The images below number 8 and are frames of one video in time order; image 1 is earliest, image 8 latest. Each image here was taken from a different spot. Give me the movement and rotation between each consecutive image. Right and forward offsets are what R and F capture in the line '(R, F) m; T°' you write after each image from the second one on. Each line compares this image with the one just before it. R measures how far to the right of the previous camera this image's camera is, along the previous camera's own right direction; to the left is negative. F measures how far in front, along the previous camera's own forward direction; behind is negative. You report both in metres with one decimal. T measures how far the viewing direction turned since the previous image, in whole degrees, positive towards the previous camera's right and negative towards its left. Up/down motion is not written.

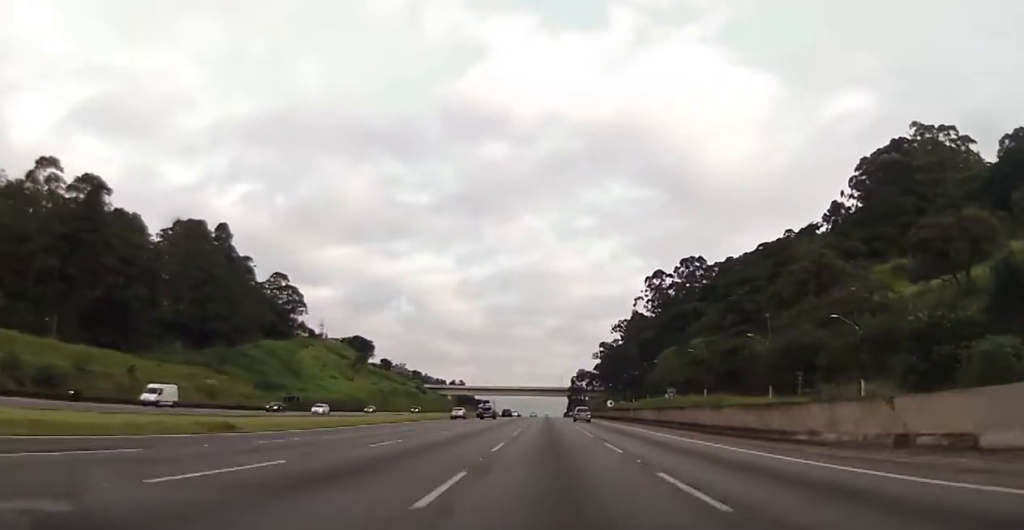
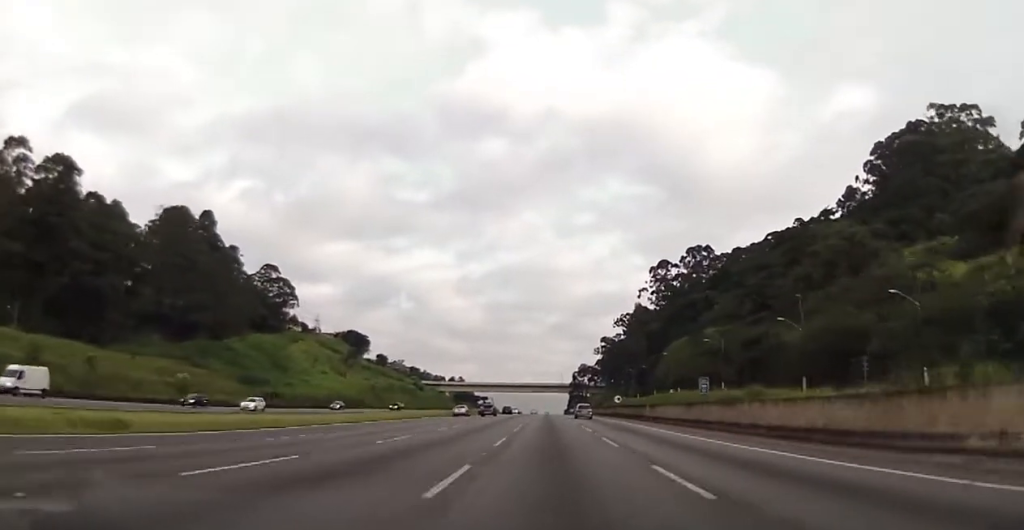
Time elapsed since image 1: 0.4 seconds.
(0.0, +11.1) m; 0°
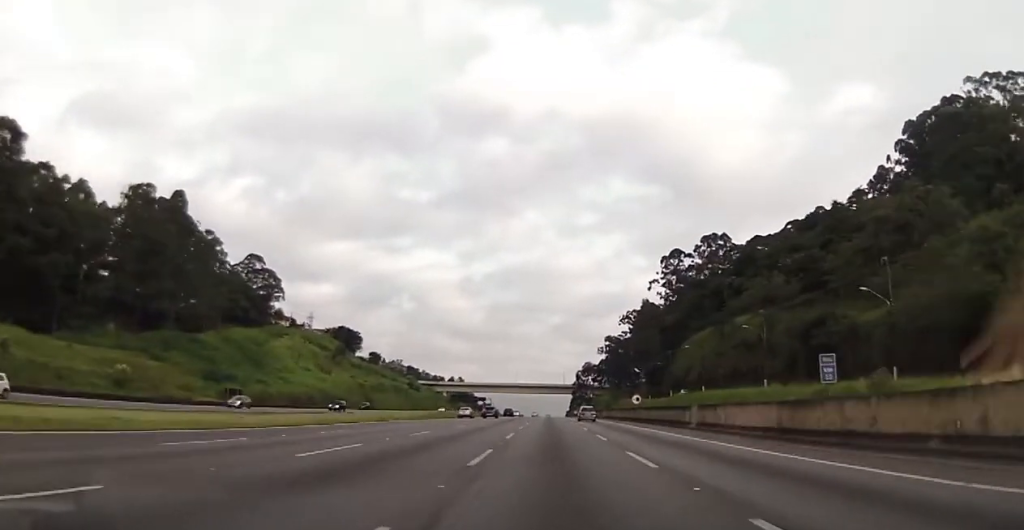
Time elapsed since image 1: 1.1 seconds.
(0.0, +19.5) m; 0°
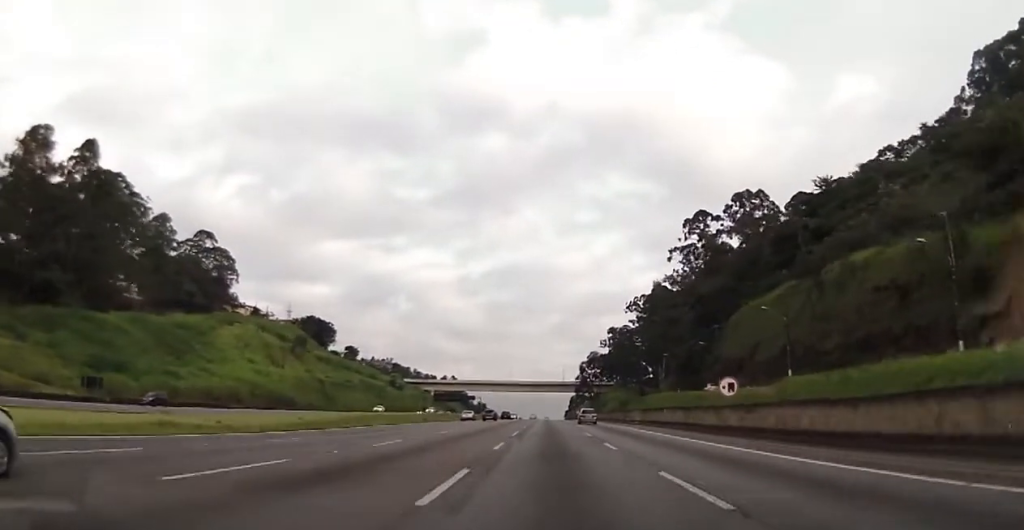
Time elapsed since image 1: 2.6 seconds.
(-0.6, +41.9) m; -1°
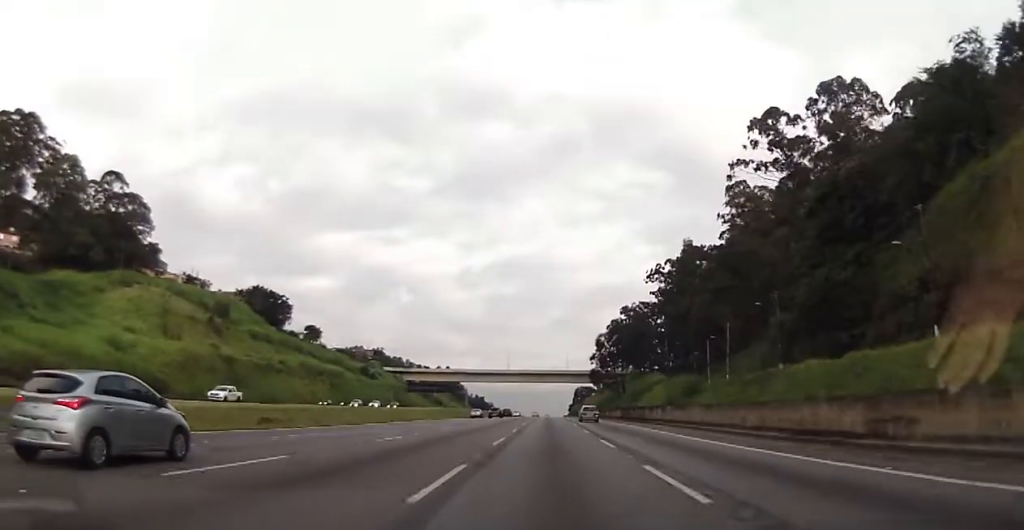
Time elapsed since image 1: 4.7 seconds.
(+0.9, +60.2) m; +1°
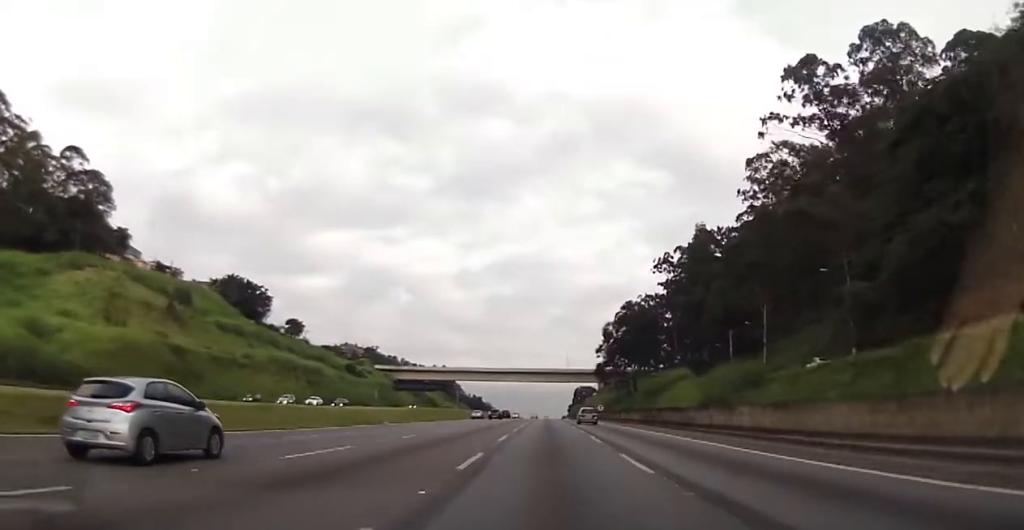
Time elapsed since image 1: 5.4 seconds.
(0.0, +19.9) m; 0°
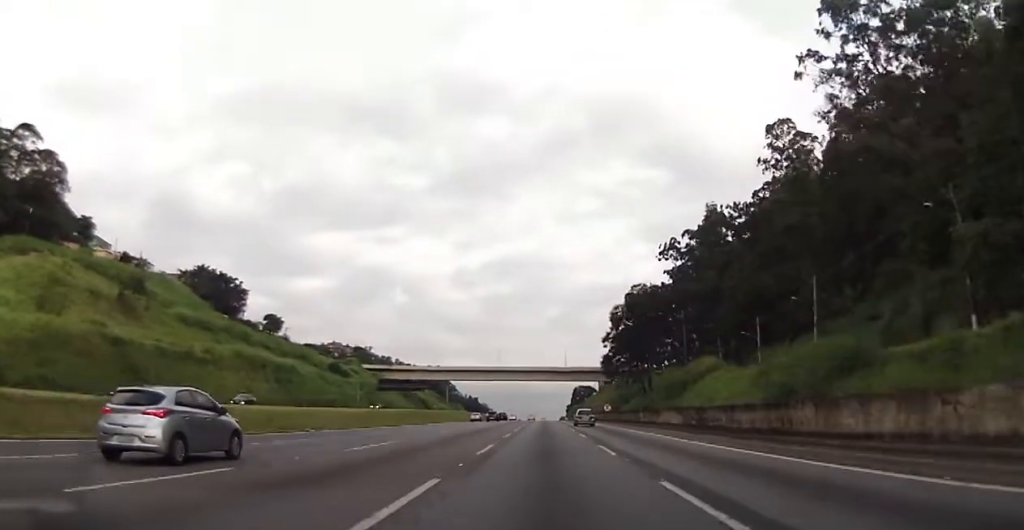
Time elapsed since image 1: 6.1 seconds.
(0.0, +19.0) m; 0°
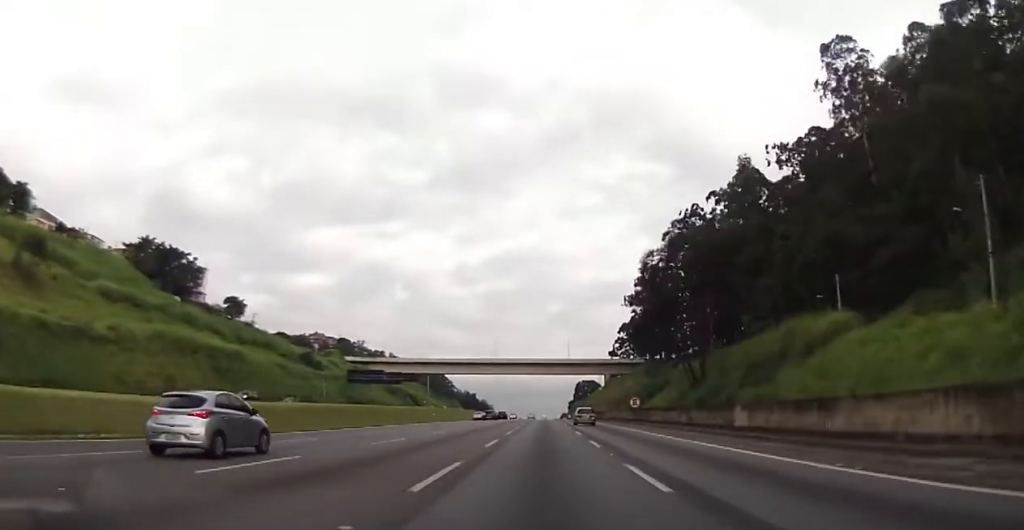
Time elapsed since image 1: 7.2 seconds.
(0.0, +32.5) m; 0°
